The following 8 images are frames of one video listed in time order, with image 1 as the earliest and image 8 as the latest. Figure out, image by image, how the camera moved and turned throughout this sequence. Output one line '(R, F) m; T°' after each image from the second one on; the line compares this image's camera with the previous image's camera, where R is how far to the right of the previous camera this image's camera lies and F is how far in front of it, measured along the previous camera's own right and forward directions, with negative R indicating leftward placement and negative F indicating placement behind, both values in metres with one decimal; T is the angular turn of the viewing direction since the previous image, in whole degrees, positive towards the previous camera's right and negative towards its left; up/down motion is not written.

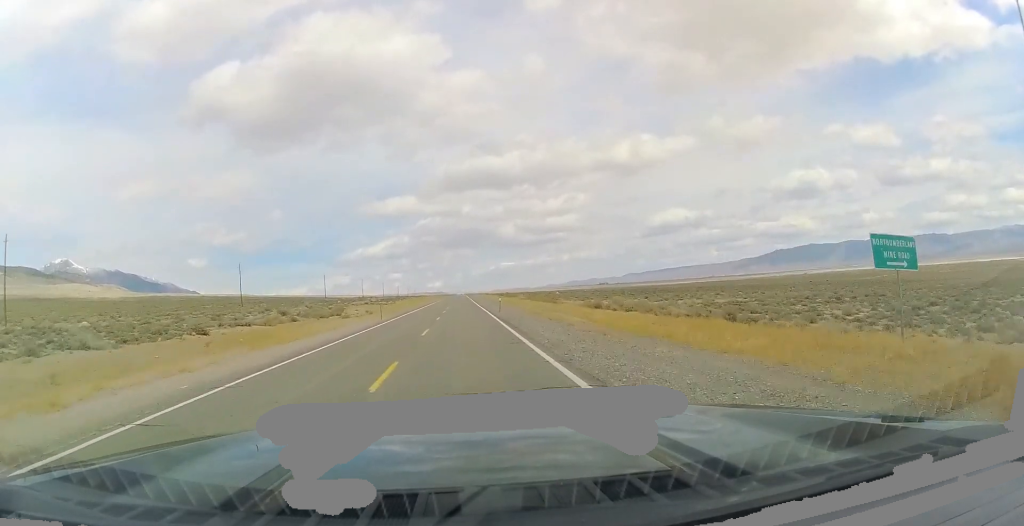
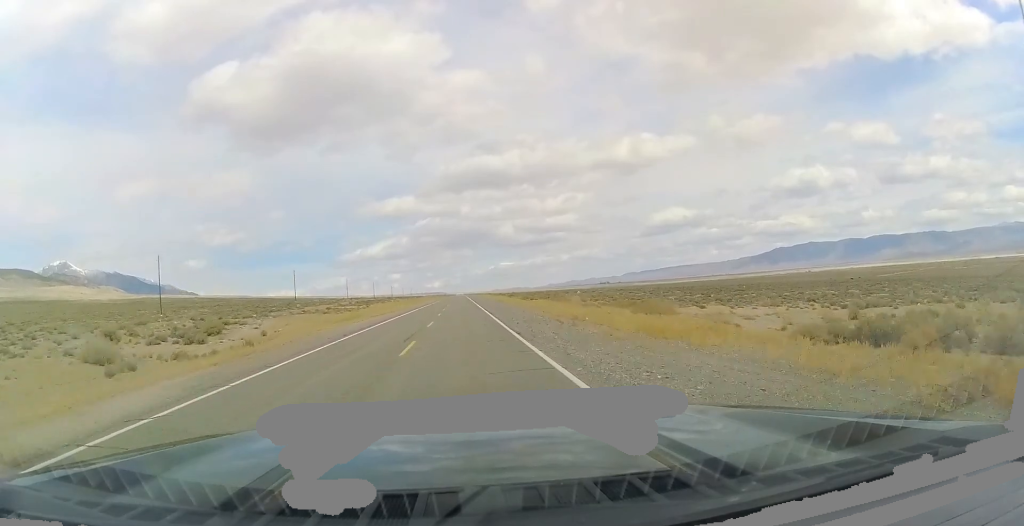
(+0.1, +43.1) m; +1°
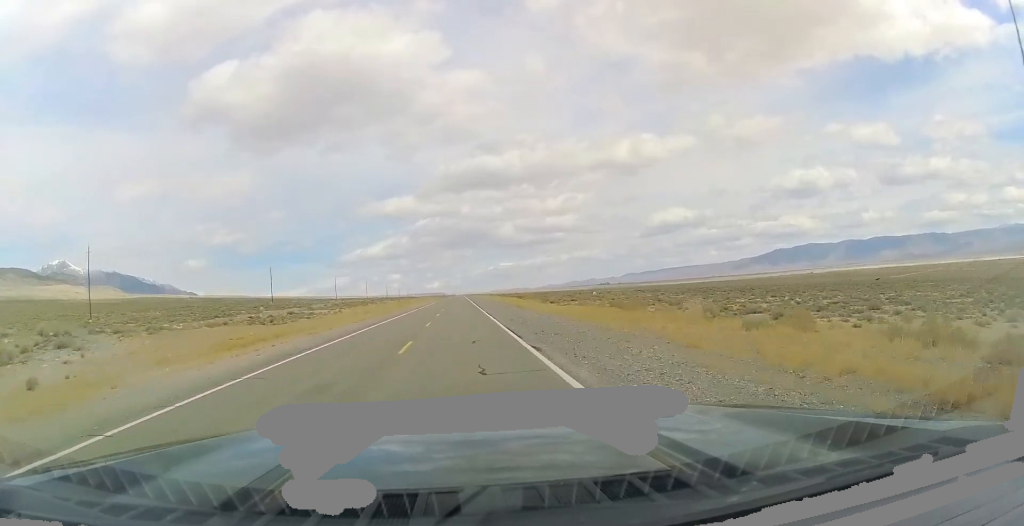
(+0.2, +24.1) m; 0°
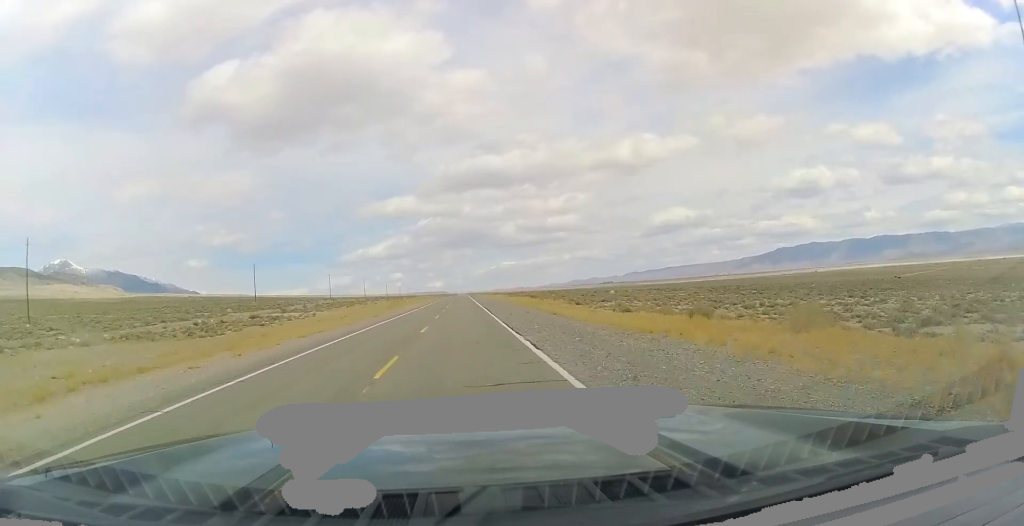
(+0.1, +16.8) m; 0°
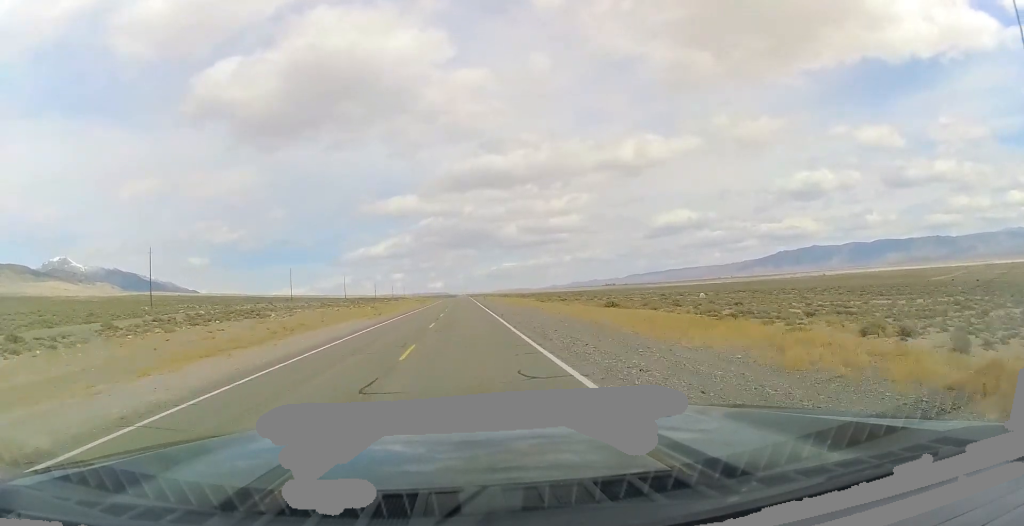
(-0.5, +57.8) m; -1°
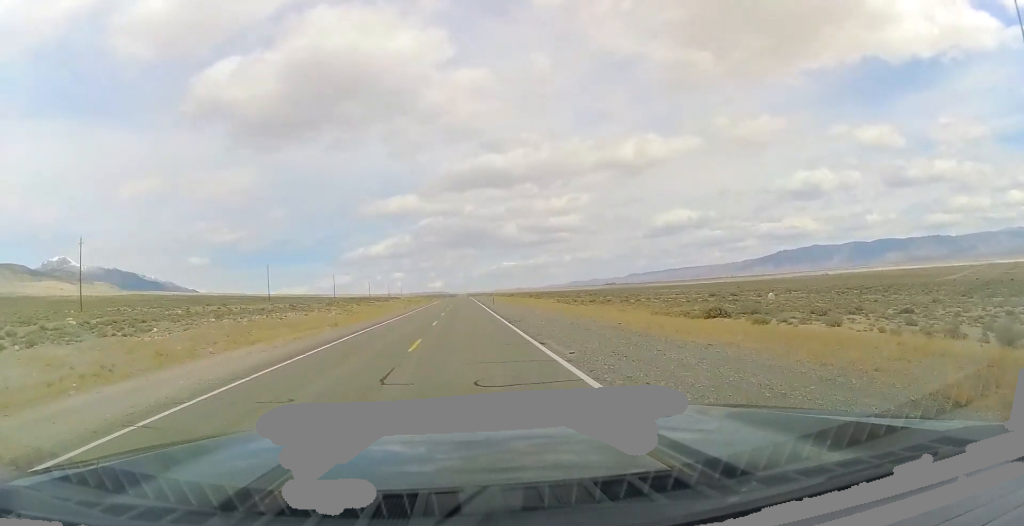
(0.0, +22.9) m; 0°
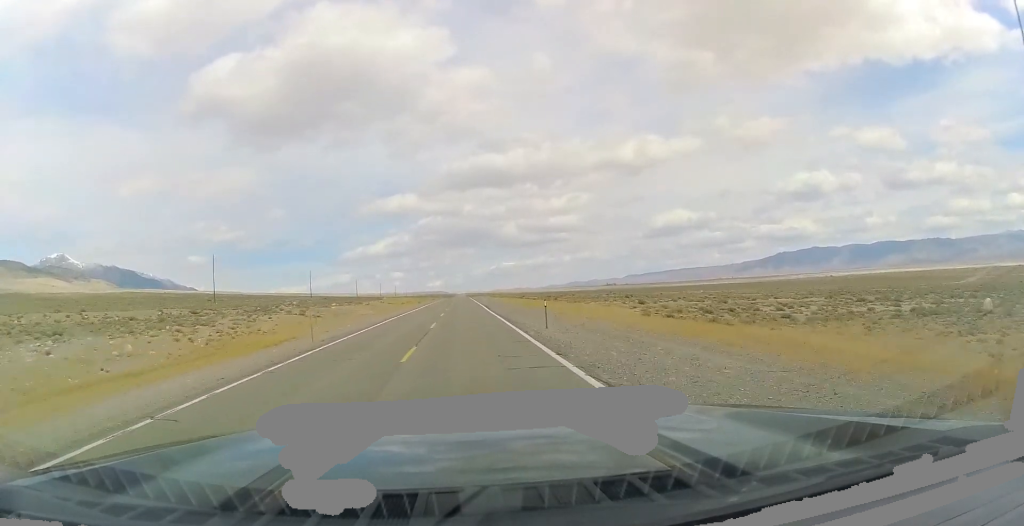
(0.0, +38.5) m; 0°
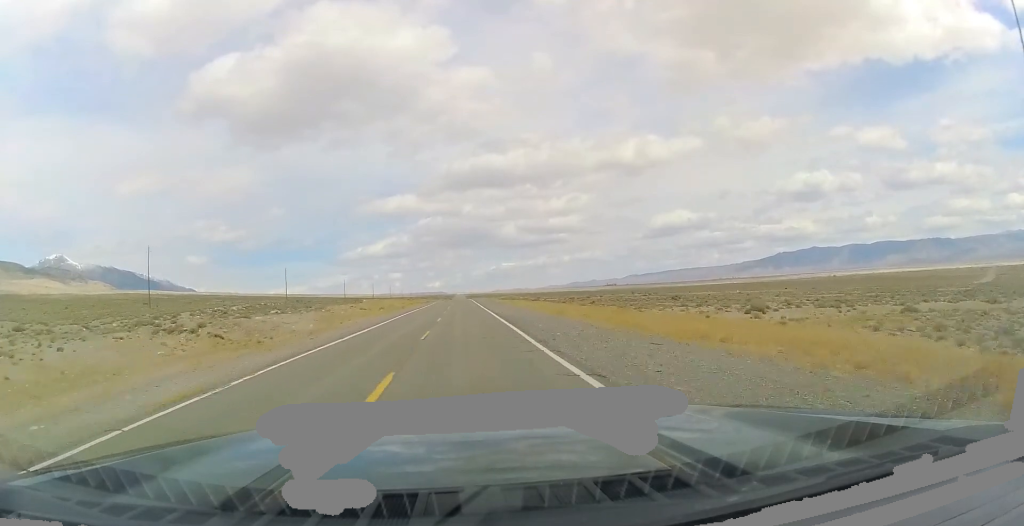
(0.0, +30.2) m; 0°
